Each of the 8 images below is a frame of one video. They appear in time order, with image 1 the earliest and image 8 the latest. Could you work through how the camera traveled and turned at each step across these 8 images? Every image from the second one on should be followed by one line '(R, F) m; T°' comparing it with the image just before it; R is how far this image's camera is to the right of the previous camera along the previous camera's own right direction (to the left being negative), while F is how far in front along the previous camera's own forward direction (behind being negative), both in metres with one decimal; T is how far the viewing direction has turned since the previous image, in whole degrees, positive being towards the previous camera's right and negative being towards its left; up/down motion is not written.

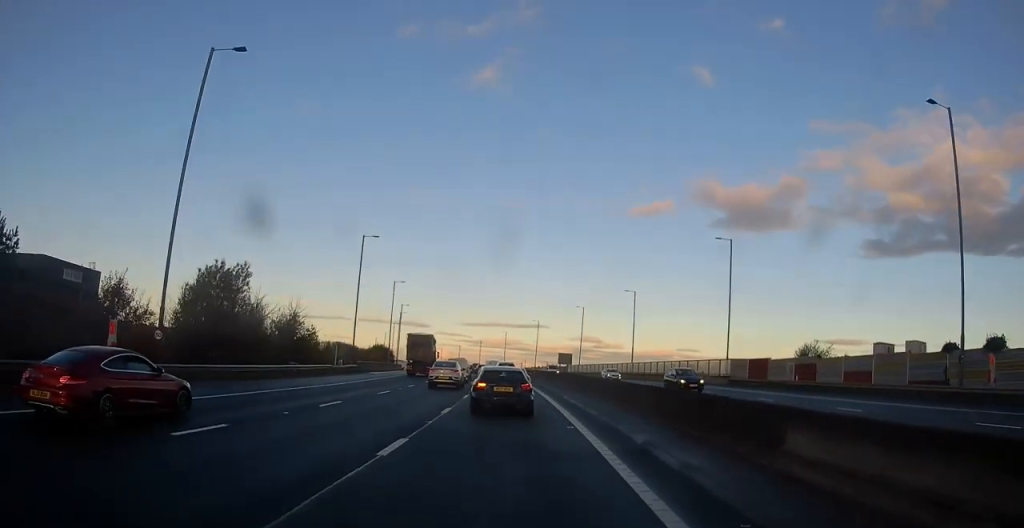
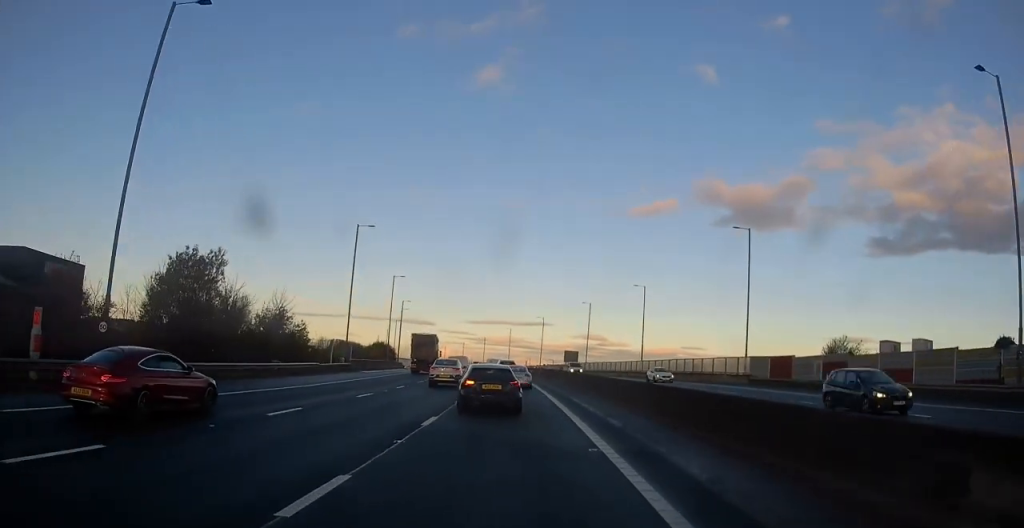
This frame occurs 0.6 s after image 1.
(0.0, +4.4) m; -2°
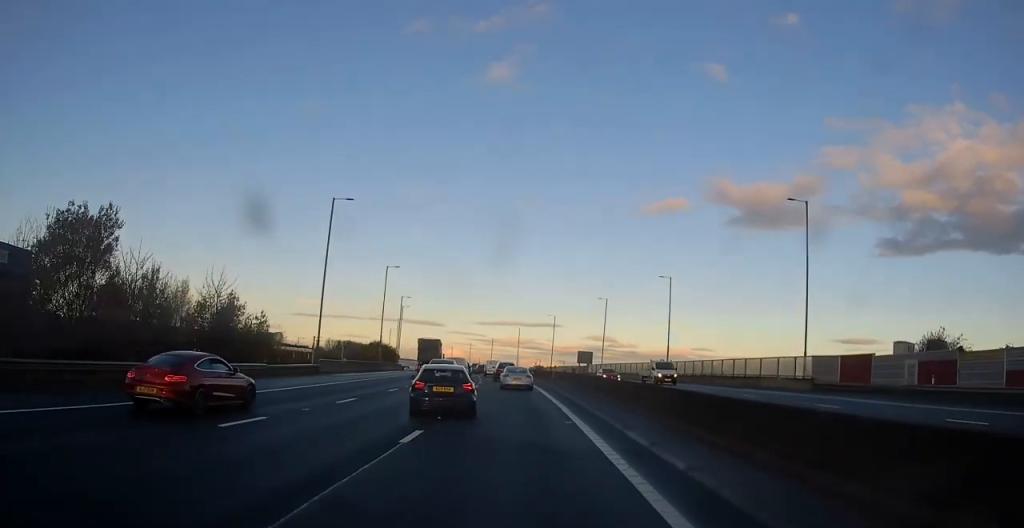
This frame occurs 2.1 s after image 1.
(-0.5, +11.7) m; -4°
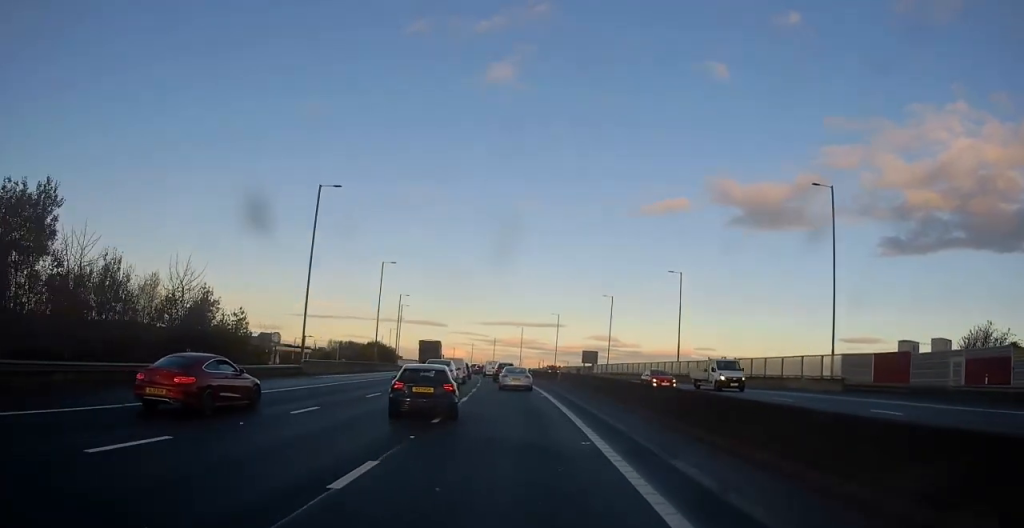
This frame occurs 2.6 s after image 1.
(0.0, +4.2) m; -1°
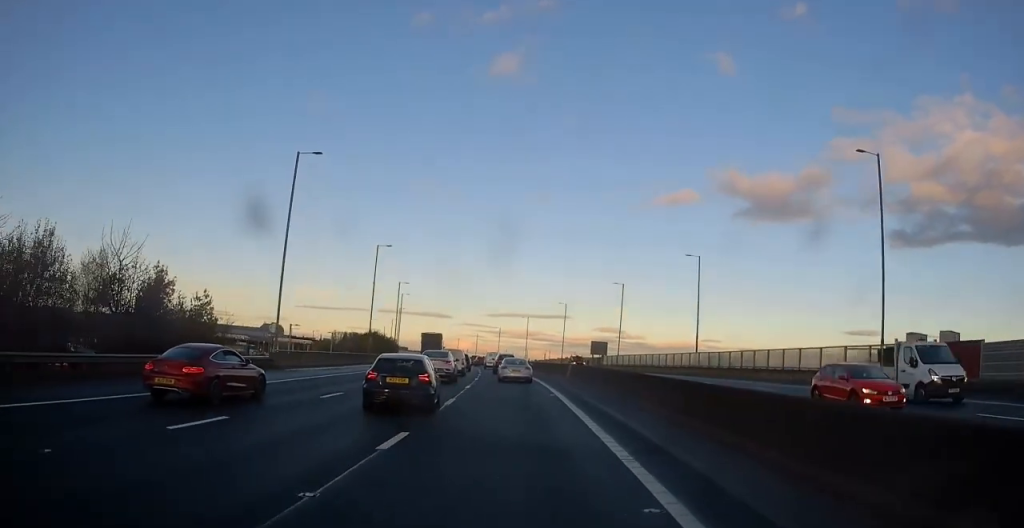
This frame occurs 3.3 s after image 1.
(-0.1, +6.2) m; +1°
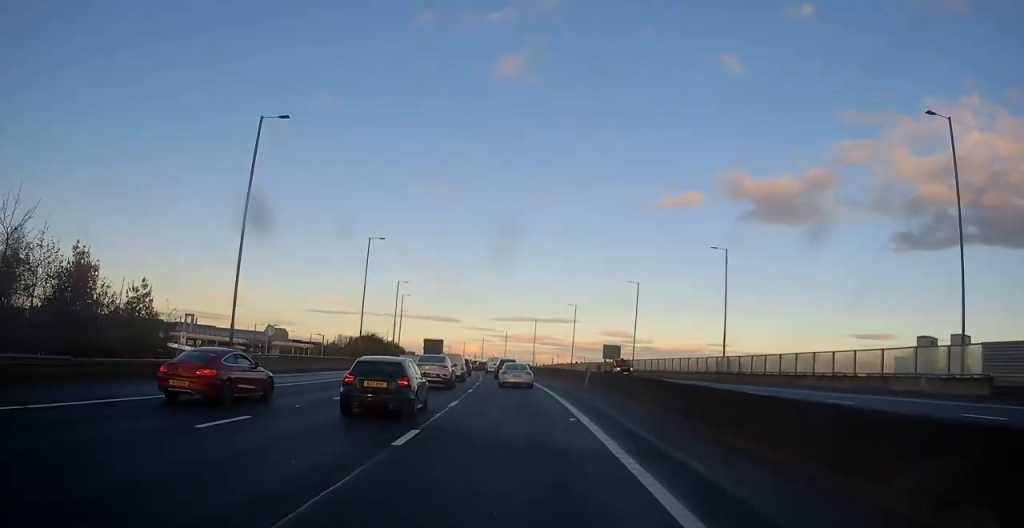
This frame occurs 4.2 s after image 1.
(+0.2, +8.1) m; 0°
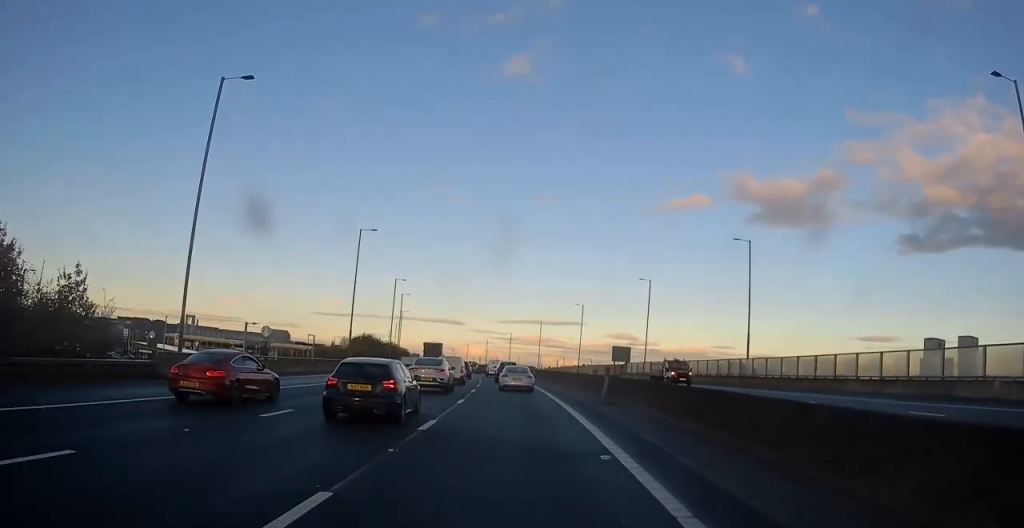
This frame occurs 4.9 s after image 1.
(0.0, +6.3) m; 0°
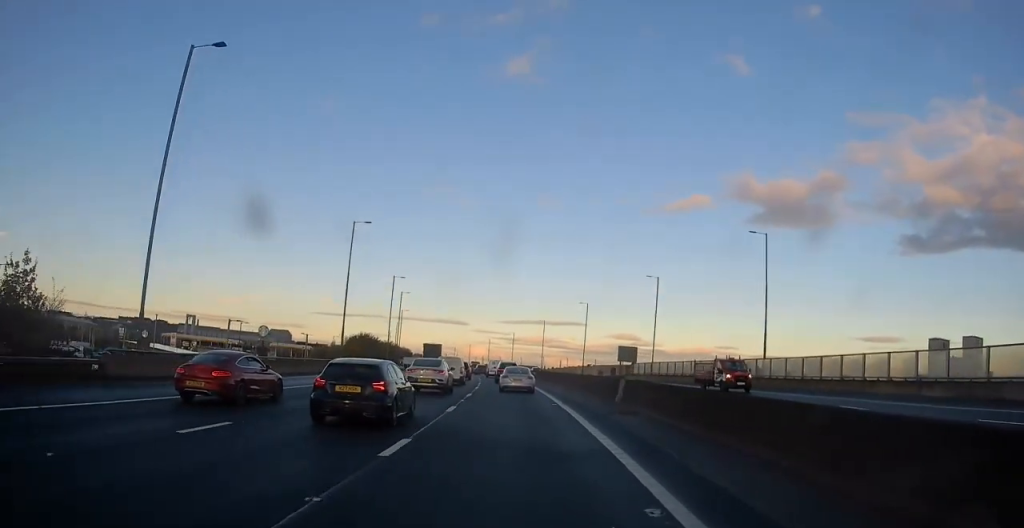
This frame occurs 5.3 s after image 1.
(-0.2, +3.9) m; 0°
